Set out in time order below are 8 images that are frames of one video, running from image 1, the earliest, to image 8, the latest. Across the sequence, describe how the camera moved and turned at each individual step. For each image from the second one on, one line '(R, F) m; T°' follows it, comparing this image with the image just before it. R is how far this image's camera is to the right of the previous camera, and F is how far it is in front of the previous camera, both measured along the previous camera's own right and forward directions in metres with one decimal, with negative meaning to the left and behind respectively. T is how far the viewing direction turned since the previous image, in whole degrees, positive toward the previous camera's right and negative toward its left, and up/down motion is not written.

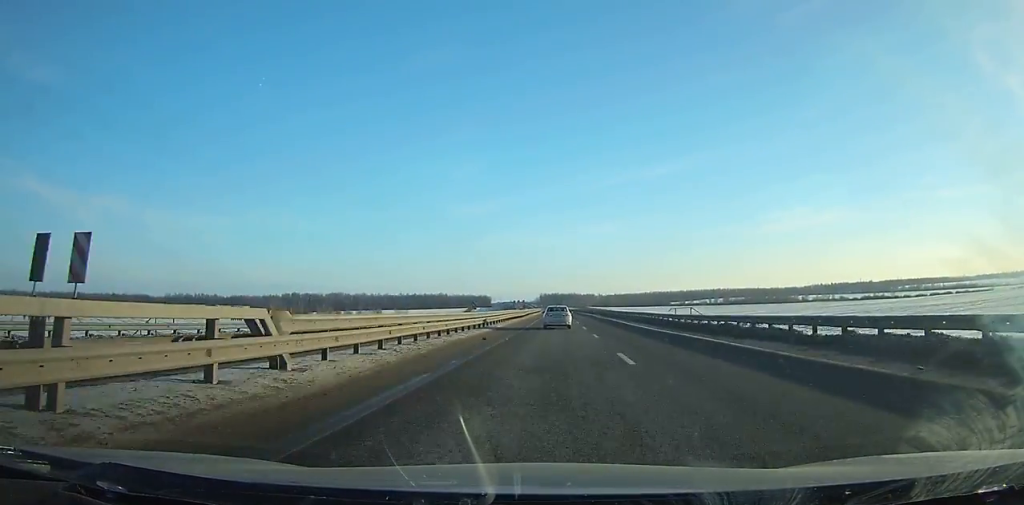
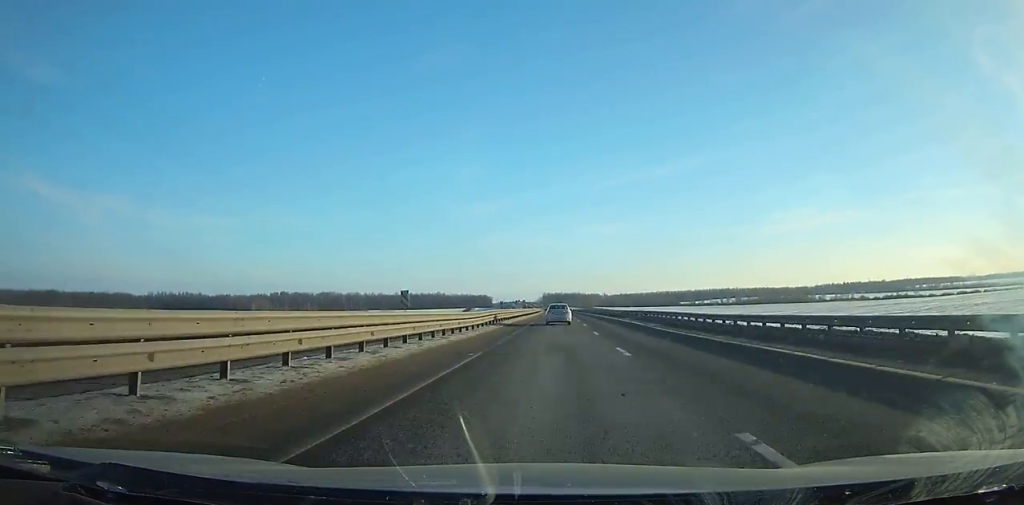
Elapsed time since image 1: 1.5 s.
(-0.2, +46.7) m; 0°
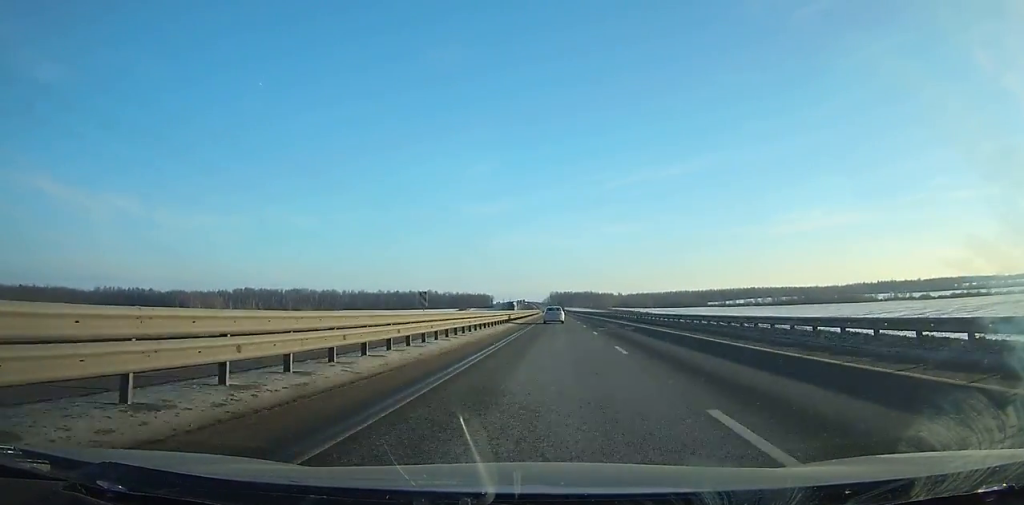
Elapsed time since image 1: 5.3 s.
(-1.1, +119.4) m; -1°
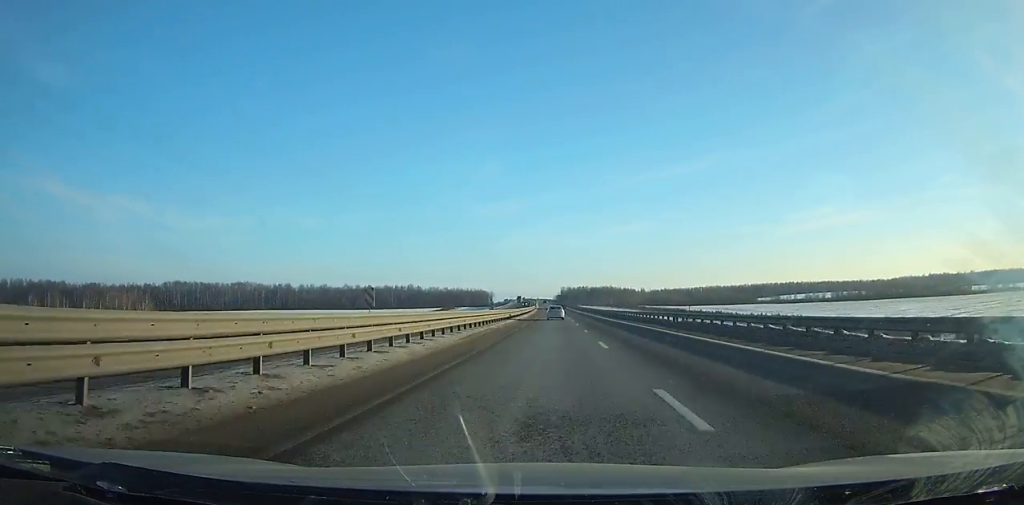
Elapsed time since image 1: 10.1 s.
(-1.8, +154.5) m; -2°
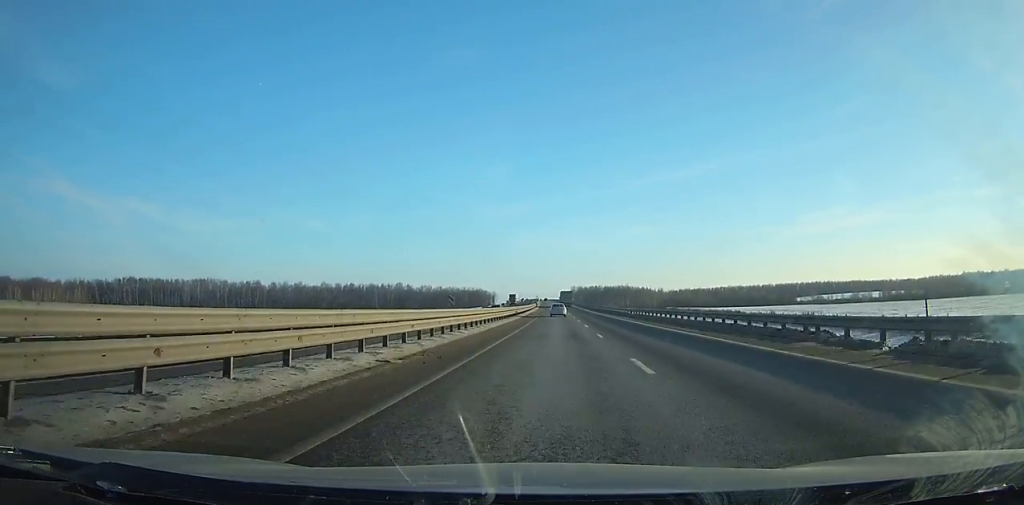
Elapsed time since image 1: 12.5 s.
(-0.6, +78.7) m; -1°
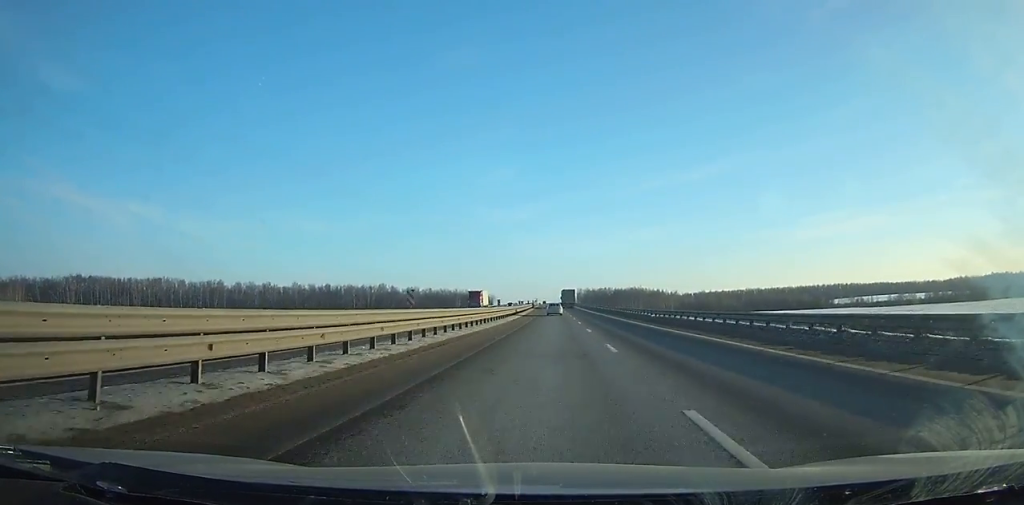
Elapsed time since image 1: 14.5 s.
(-0.2, +66.3) m; 0°
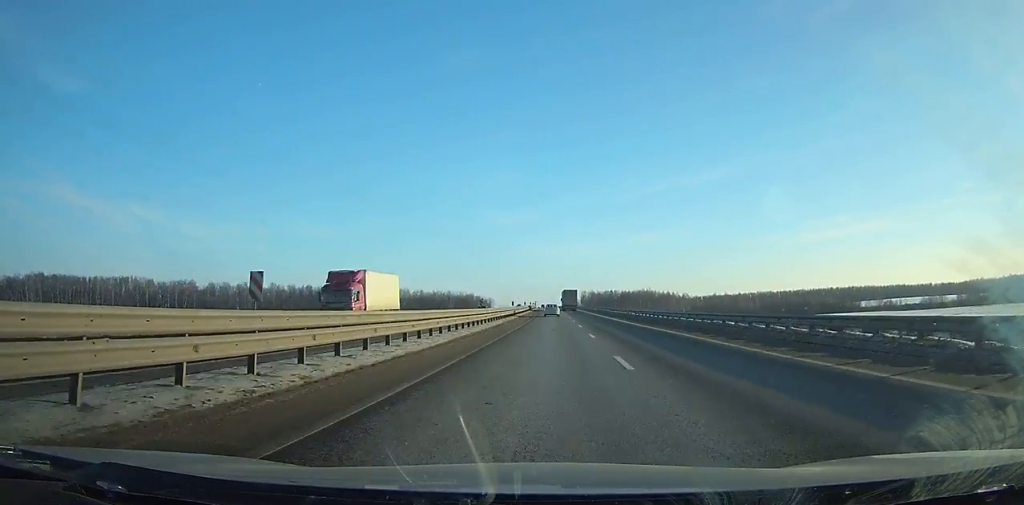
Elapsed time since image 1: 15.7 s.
(0.0, +39.8) m; 0°
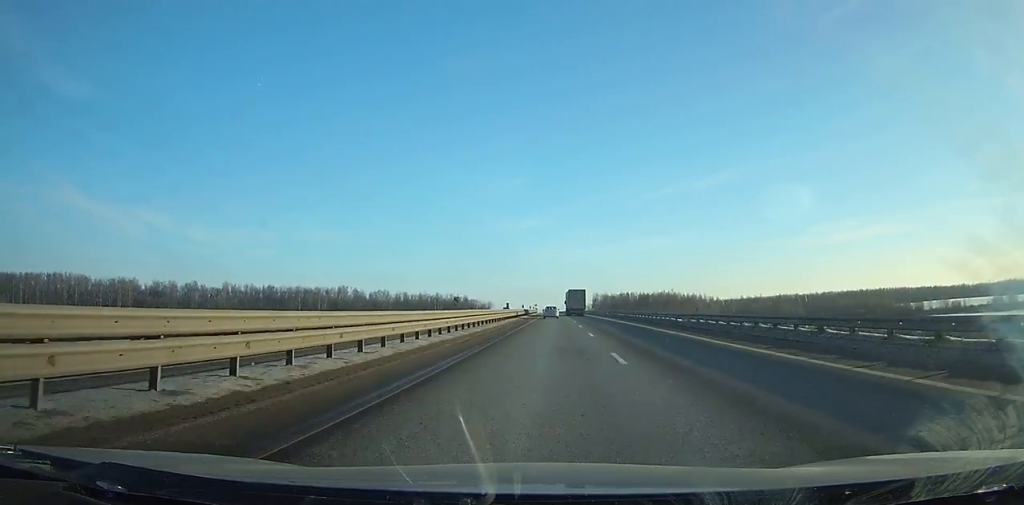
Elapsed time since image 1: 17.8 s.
(-0.5, +70.0) m; -1°
